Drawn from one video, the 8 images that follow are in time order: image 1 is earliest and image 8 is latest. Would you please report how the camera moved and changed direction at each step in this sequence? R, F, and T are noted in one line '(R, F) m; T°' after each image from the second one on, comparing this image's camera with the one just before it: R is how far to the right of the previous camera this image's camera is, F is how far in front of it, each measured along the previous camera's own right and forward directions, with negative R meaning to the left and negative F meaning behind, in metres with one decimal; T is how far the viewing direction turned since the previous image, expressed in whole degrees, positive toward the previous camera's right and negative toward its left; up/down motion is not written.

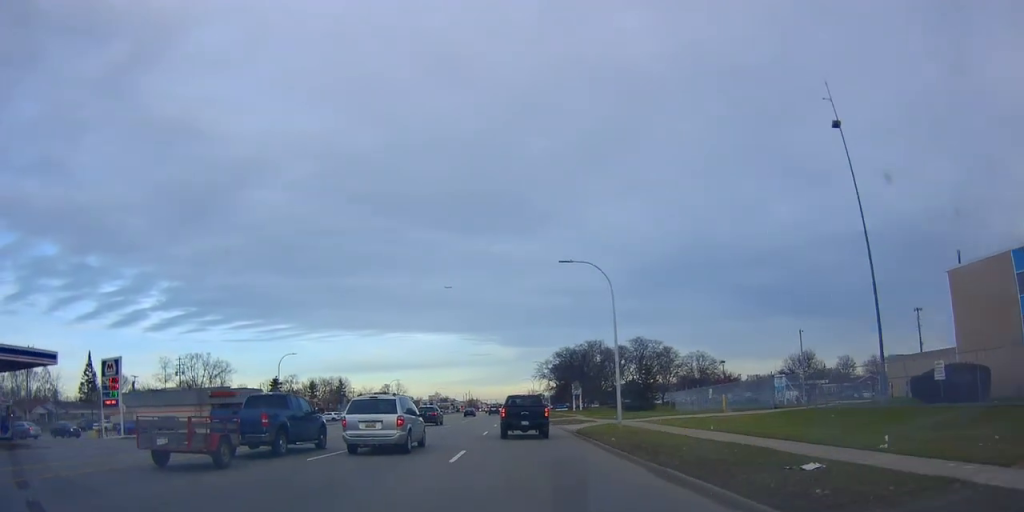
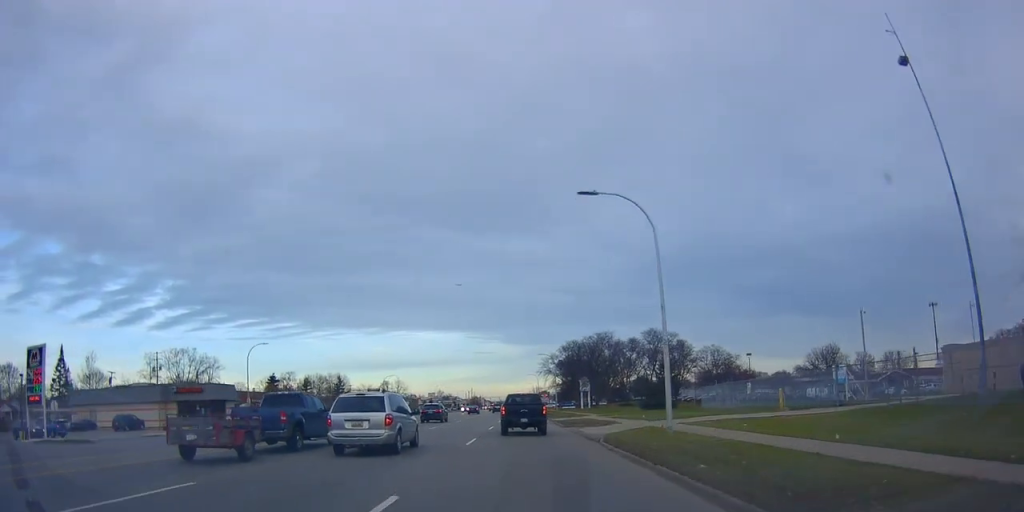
(+0.1, +9.7) m; -1°
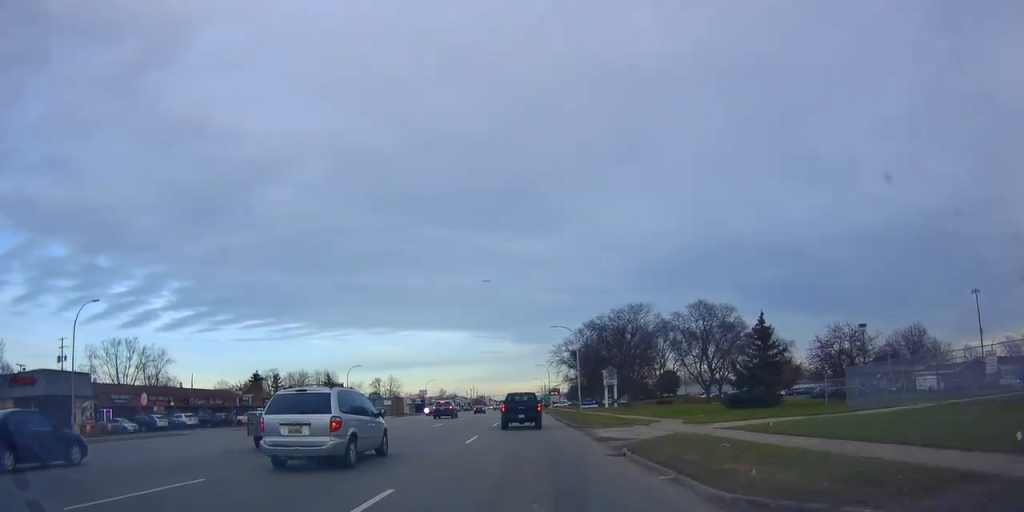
(-0.8, +29.4) m; -2°
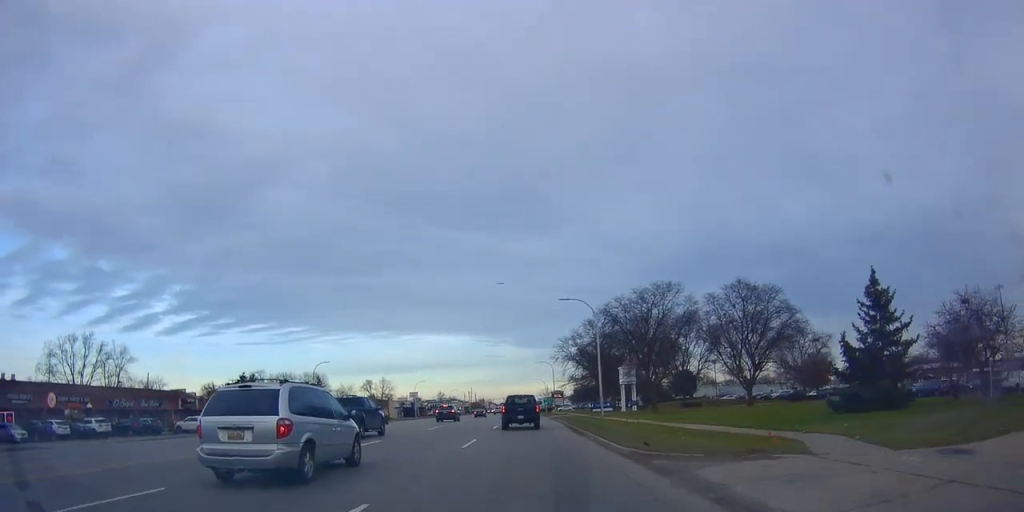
(0.0, +16.2) m; 0°
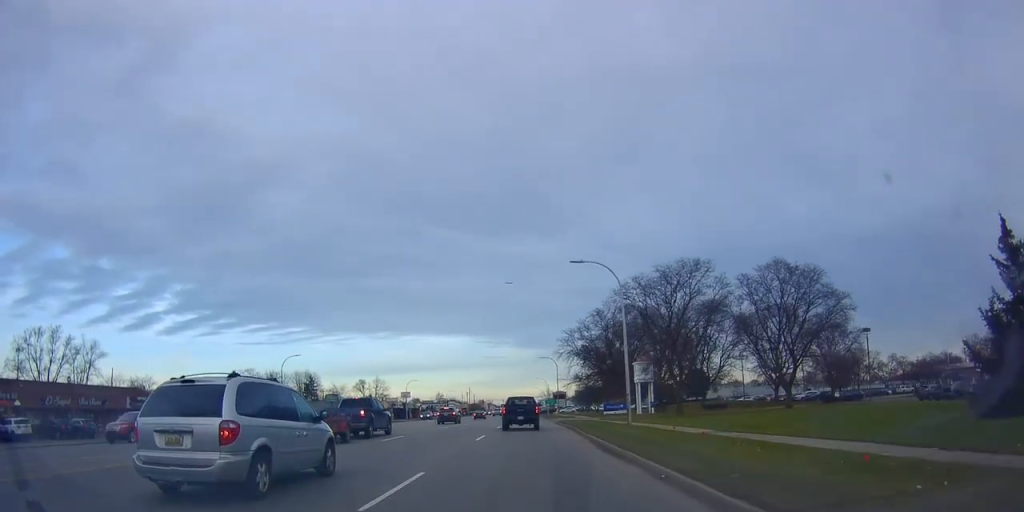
(0.0, +11.1) m; 0°
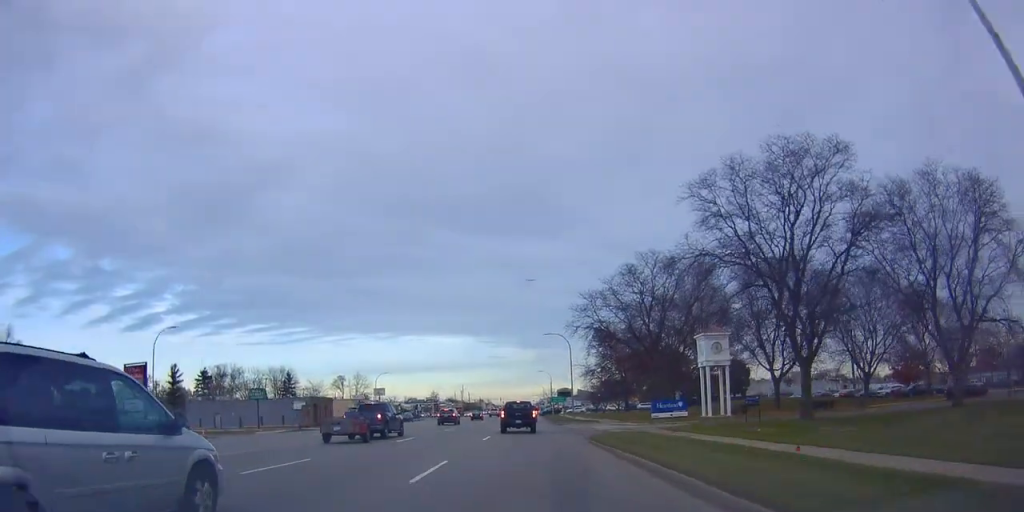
(0.0, +27.2) m; -2°
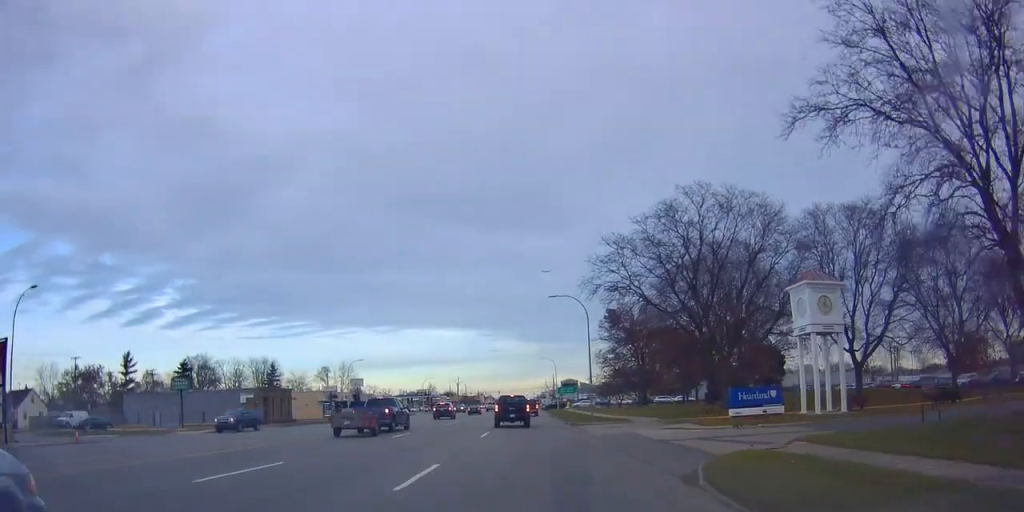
(-0.5, +17.2) m; 0°
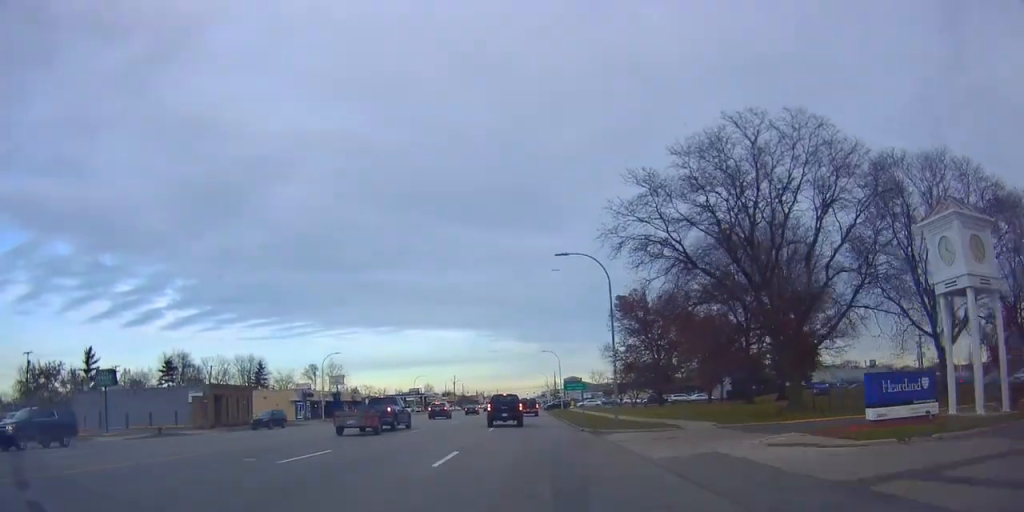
(+0.2, +11.7) m; +1°
